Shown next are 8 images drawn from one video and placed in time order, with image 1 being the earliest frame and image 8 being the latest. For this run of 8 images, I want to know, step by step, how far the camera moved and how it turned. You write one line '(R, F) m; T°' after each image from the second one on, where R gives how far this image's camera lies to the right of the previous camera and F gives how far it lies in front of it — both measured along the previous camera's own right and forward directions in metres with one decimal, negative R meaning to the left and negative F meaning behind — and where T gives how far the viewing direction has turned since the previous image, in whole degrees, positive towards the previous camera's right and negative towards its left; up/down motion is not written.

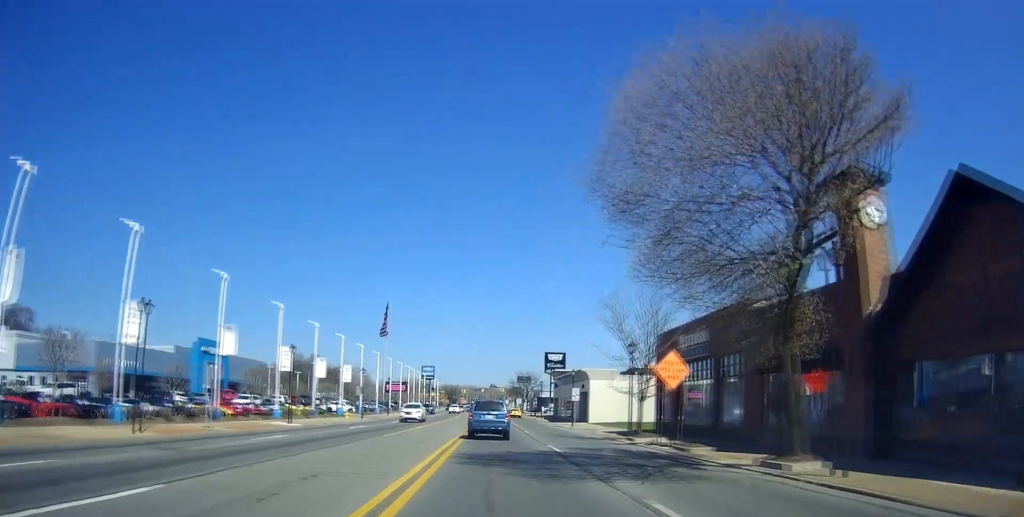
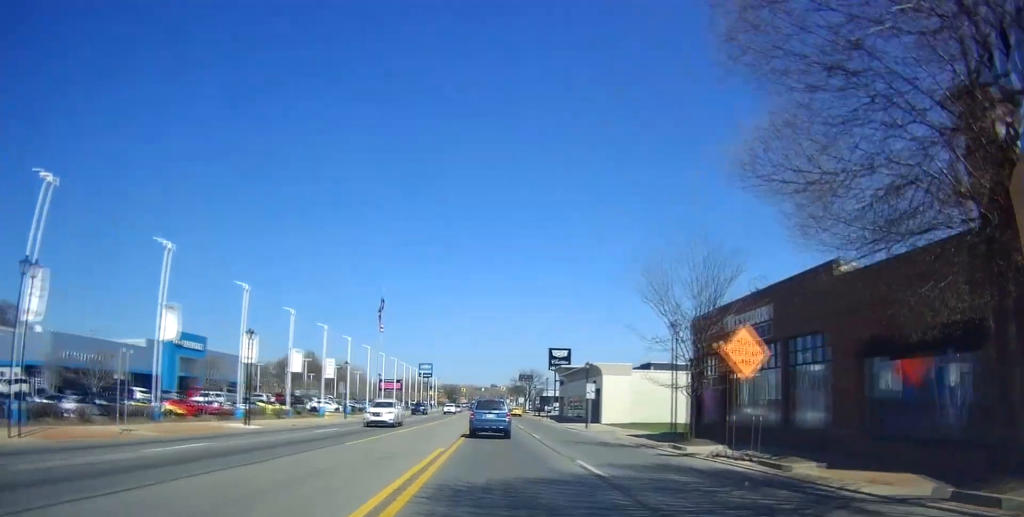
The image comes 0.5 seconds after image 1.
(0.0, +7.3) m; -1°
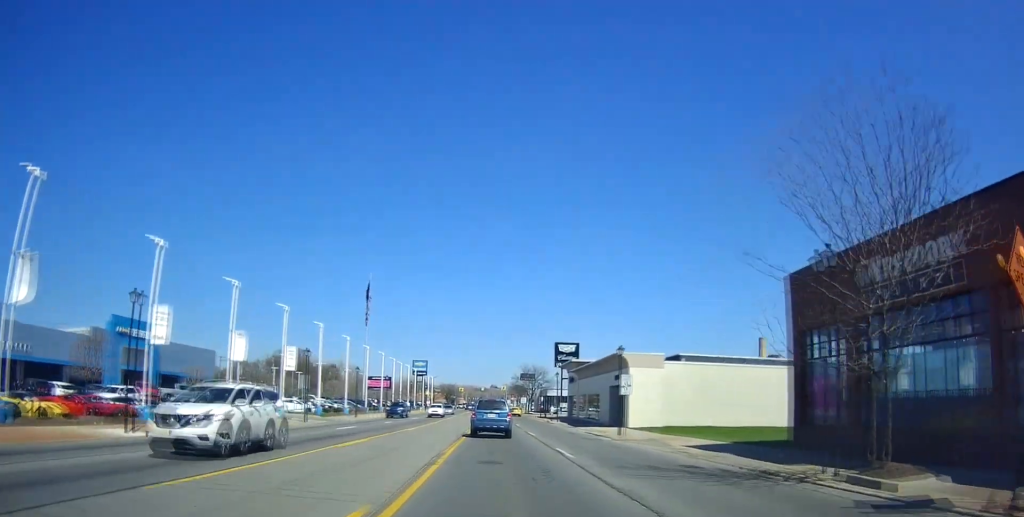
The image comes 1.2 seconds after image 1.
(0.0, +11.6) m; -1°
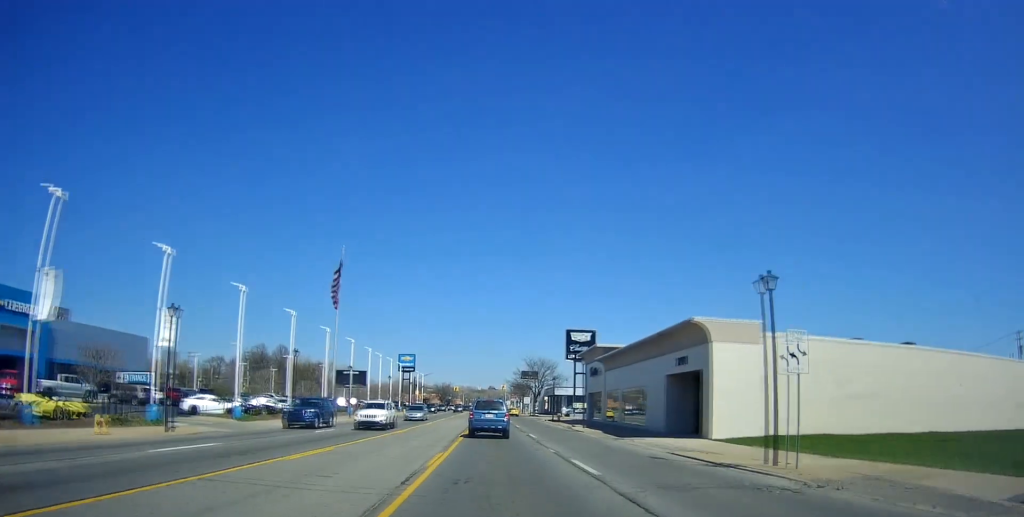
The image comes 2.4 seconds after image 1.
(-0.2, +18.6) m; +1°
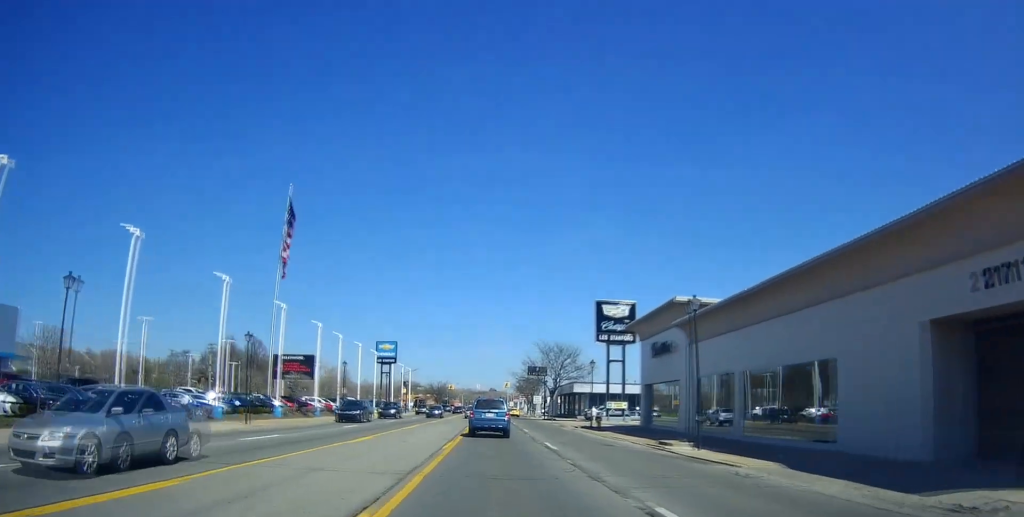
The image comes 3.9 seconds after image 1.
(+0.5, +24.3) m; 0°
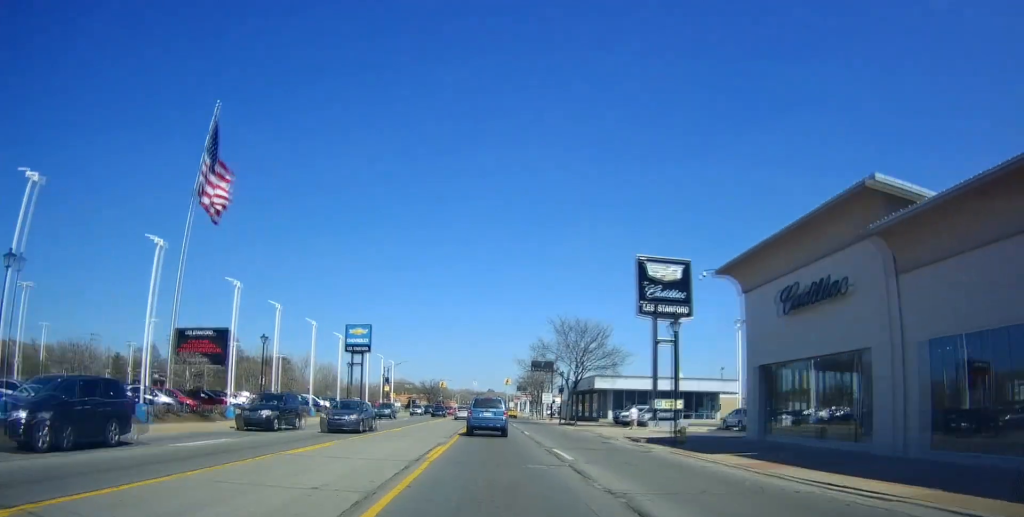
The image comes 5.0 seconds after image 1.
(-0.3, +19.2) m; -2°
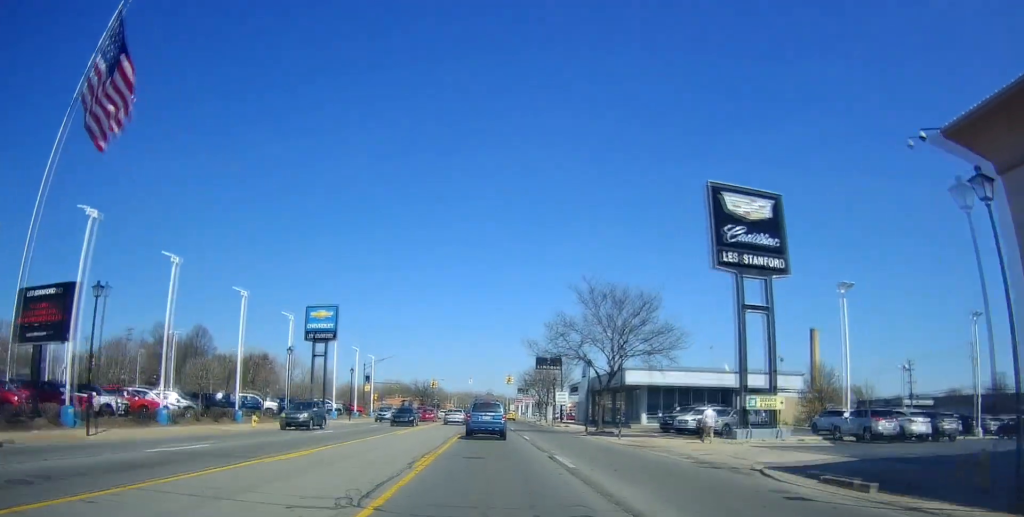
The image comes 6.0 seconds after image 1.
(-0.1, +16.6) m; +2°
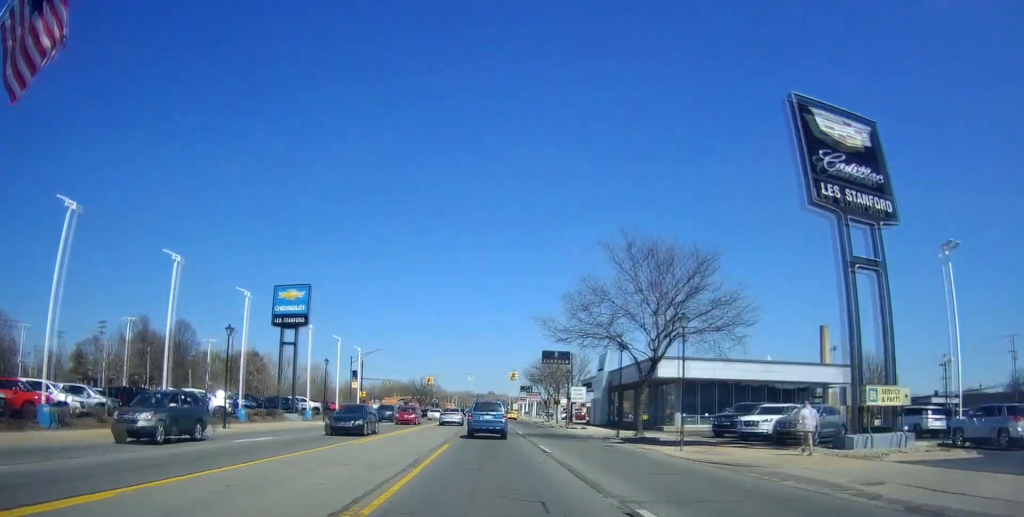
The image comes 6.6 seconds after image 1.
(+0.4, +10.1) m; +1°
